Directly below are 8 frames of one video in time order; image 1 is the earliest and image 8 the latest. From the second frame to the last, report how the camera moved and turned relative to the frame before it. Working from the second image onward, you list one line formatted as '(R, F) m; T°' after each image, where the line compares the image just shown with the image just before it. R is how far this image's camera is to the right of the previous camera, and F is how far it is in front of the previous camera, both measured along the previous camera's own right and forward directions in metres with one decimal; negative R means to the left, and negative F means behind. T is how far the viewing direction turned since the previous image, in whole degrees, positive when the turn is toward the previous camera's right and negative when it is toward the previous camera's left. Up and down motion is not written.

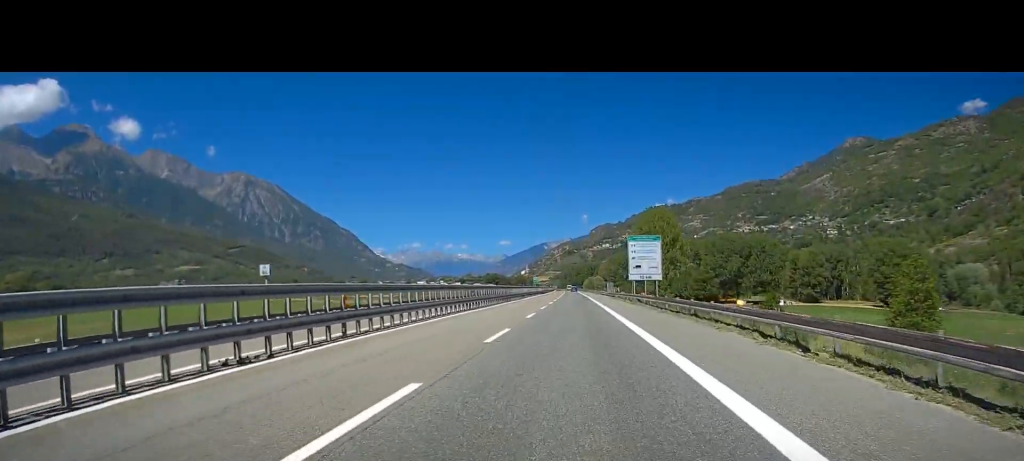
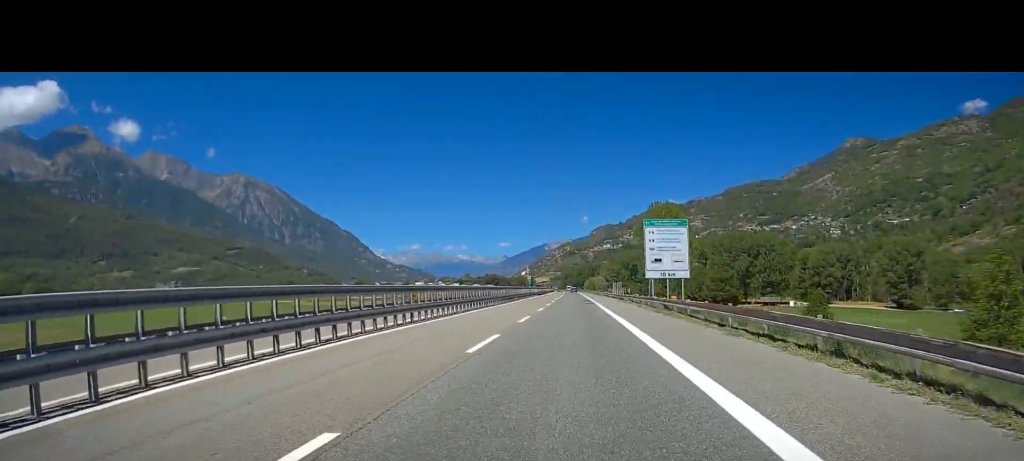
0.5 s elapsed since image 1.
(0.0, +13.2) m; 0°
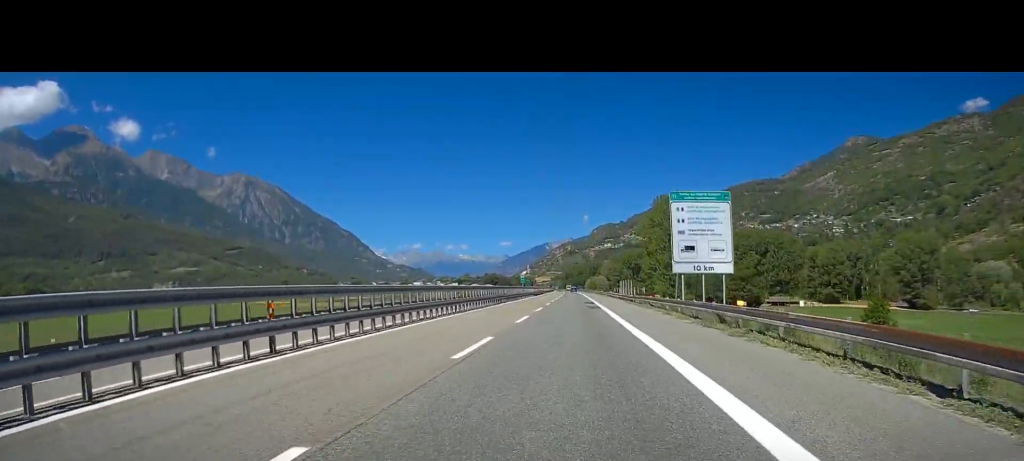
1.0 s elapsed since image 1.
(-0.1, +10.8) m; 0°
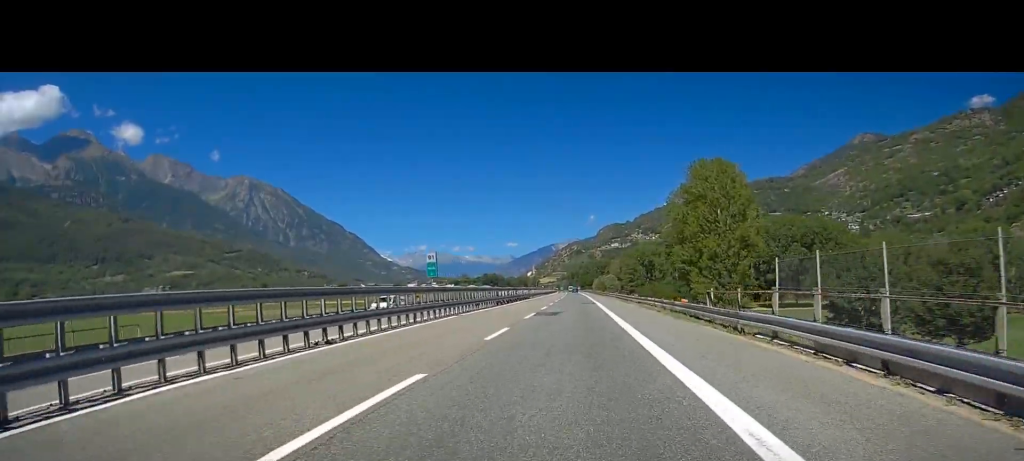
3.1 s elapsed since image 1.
(+0.5, +49.2) m; 0°
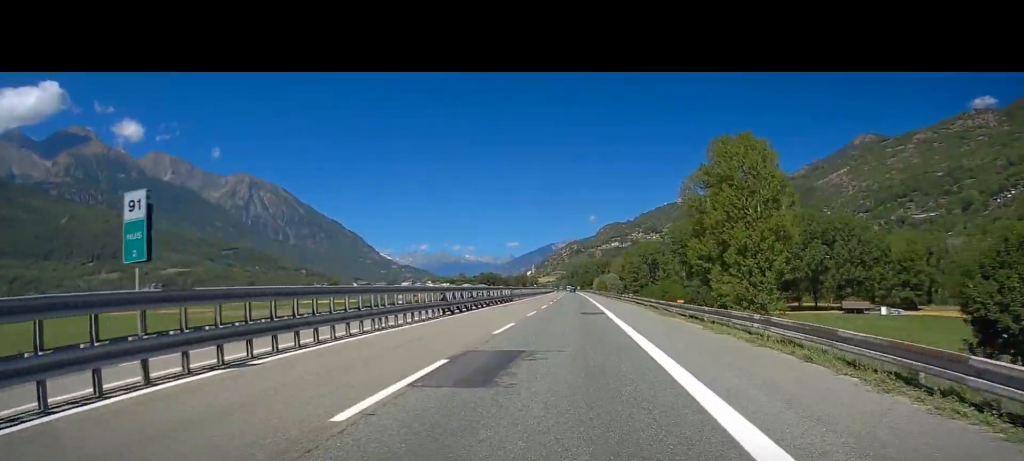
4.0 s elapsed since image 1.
(-0.2, +21.2) m; 0°
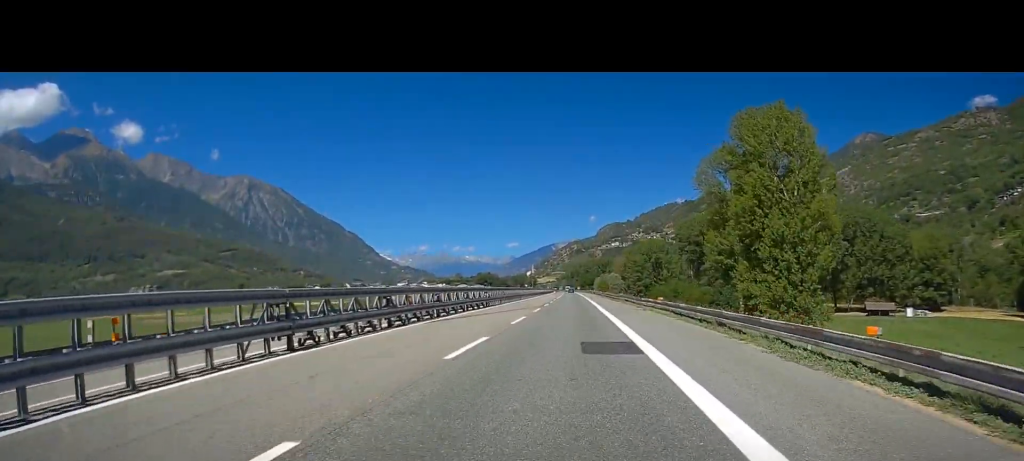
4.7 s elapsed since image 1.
(-0.1, +18.1) m; 0°
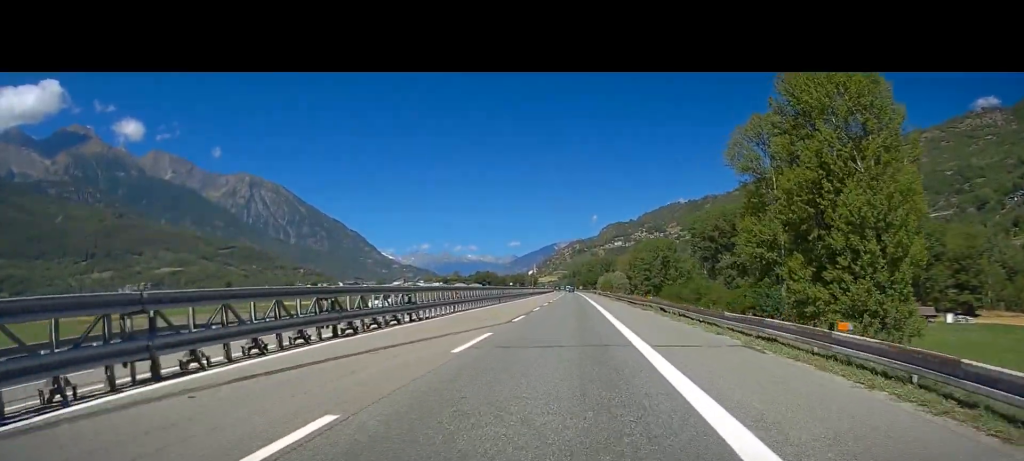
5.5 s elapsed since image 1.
(+0.3, +23.2) m; 0°
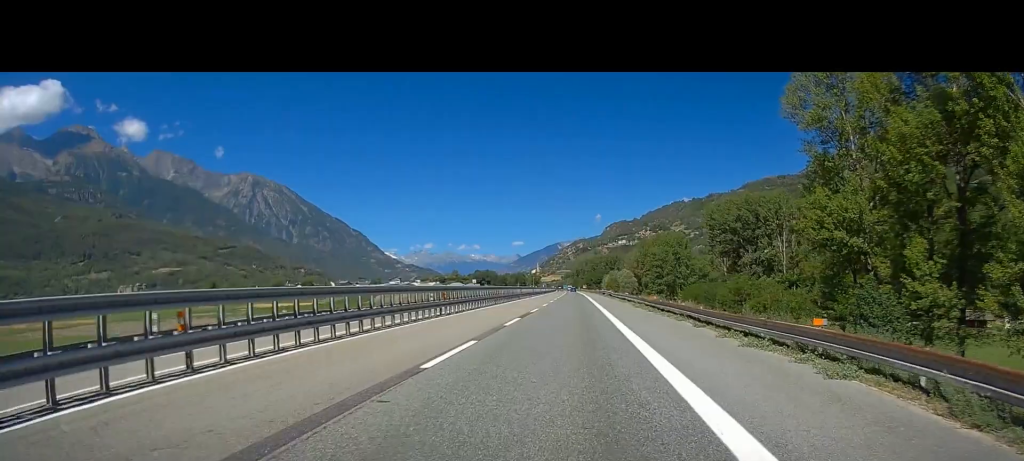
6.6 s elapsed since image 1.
(-0.3, +26.8) m; 0°
